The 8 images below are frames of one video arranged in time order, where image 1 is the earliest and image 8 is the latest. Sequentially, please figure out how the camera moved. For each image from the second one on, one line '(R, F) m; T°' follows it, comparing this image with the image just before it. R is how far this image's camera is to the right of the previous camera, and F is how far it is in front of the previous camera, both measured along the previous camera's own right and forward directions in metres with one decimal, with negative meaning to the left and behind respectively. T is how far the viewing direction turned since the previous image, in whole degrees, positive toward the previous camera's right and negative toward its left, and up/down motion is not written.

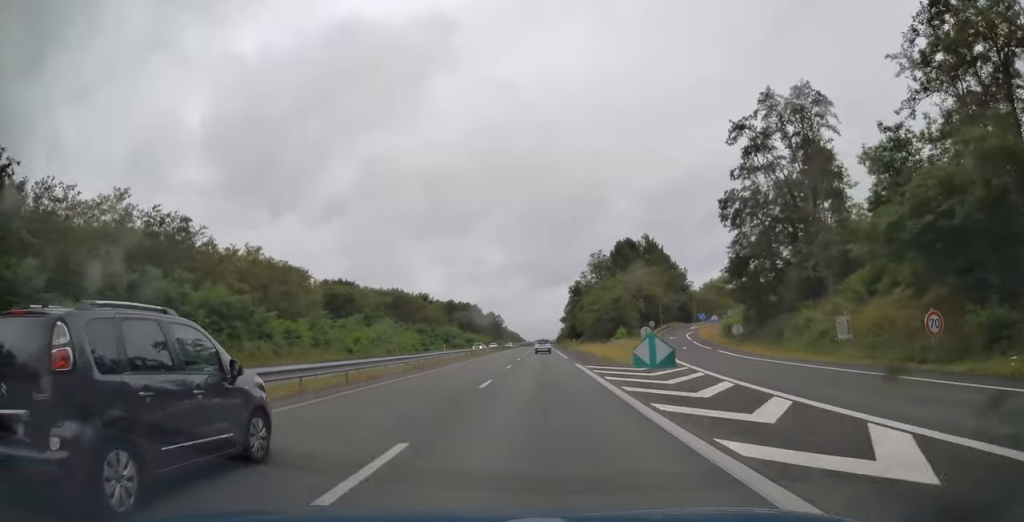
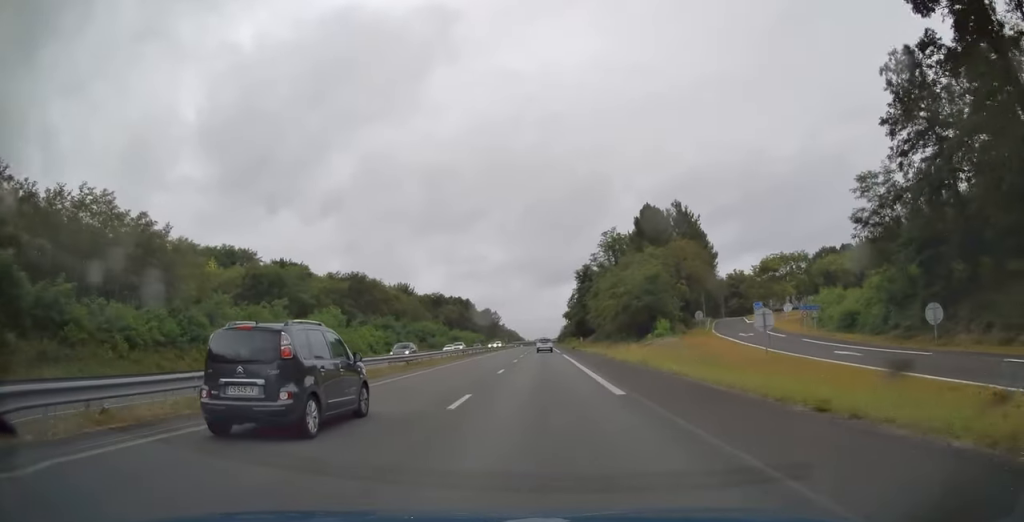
(+0.1, +31.9) m; 0°
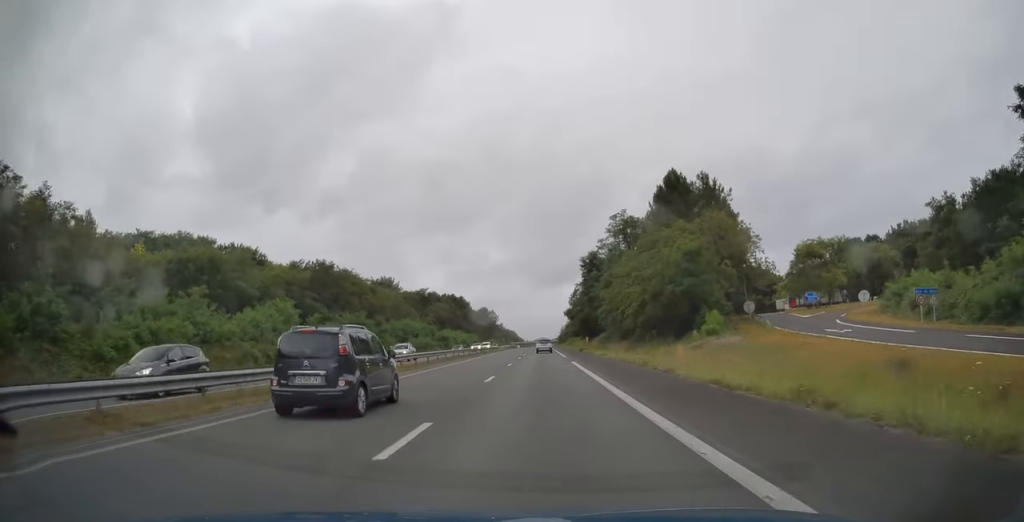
(0.0, +18.4) m; 0°
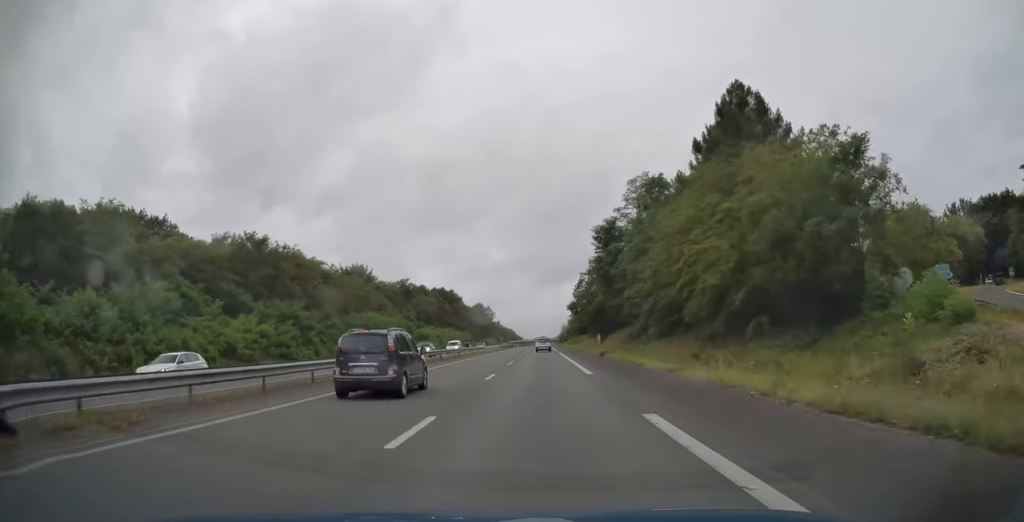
(0.0, +25.4) m; 0°
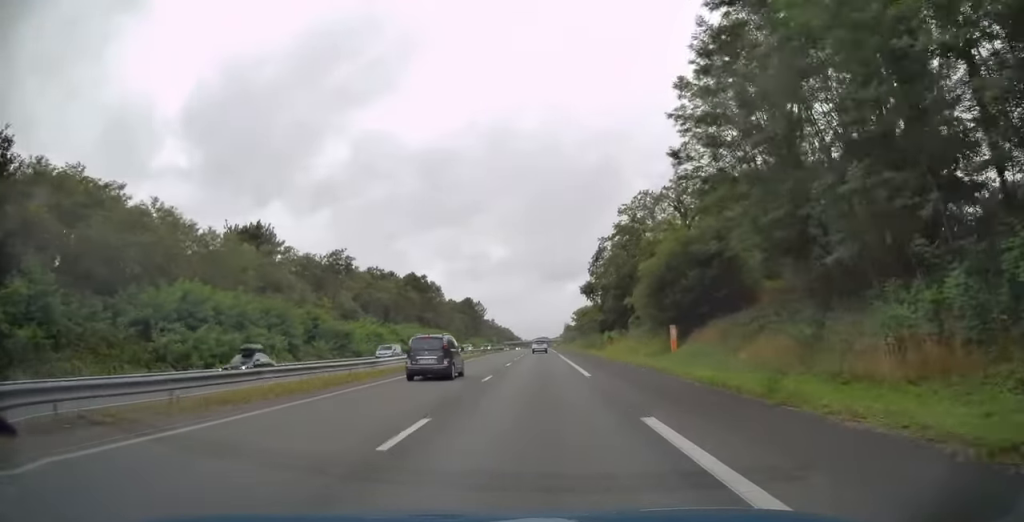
(-0.1, +52.4) m; 0°
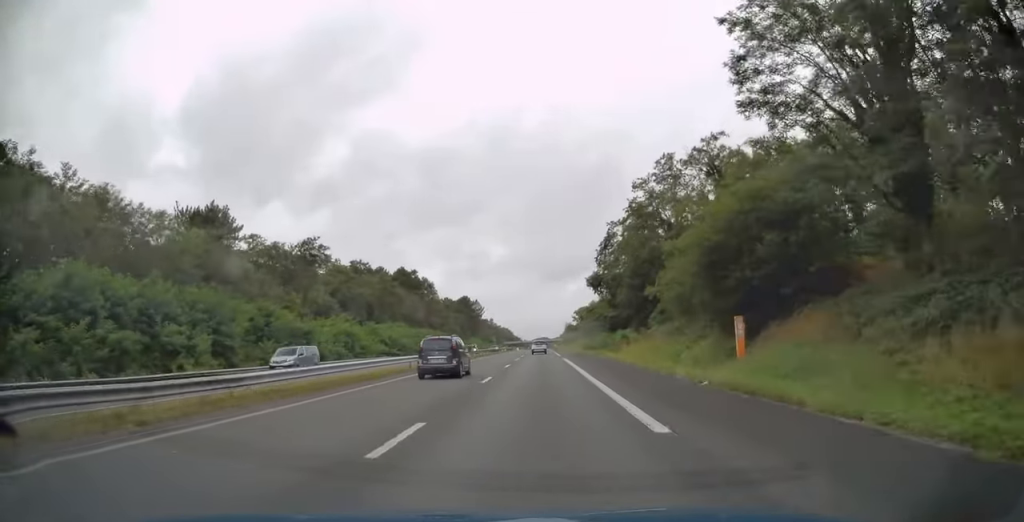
(0.0, +13.5) m; 0°
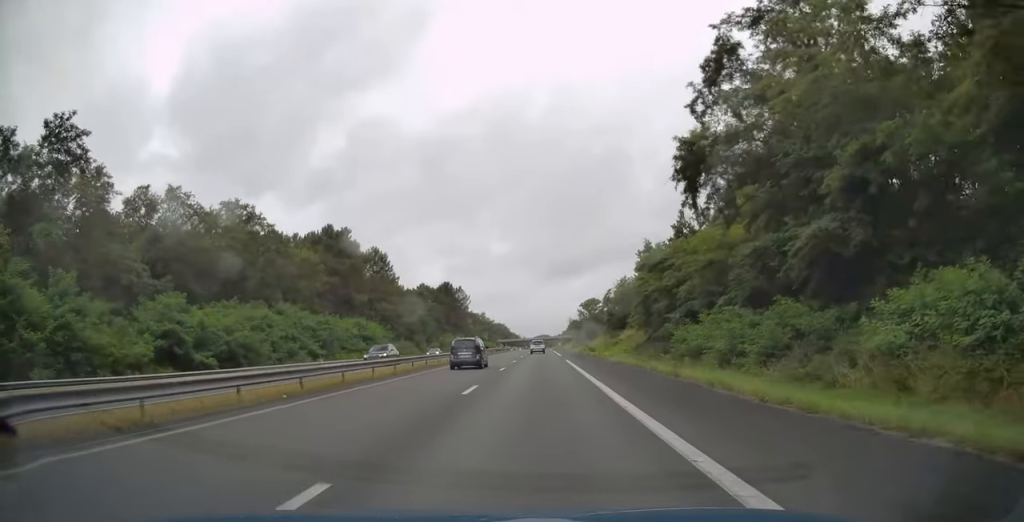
(0.0, +56.8) m; 0°
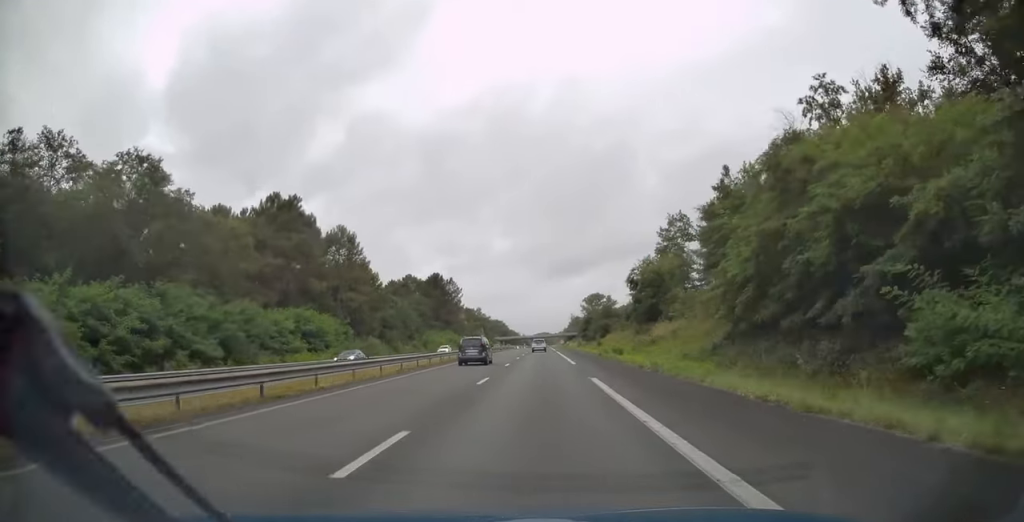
(+0.2, +22.7) m; 0°
